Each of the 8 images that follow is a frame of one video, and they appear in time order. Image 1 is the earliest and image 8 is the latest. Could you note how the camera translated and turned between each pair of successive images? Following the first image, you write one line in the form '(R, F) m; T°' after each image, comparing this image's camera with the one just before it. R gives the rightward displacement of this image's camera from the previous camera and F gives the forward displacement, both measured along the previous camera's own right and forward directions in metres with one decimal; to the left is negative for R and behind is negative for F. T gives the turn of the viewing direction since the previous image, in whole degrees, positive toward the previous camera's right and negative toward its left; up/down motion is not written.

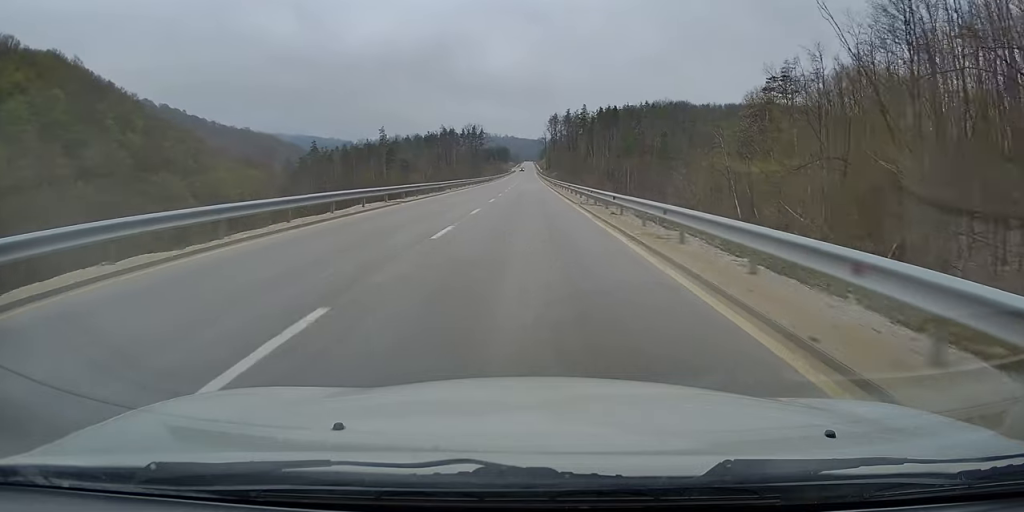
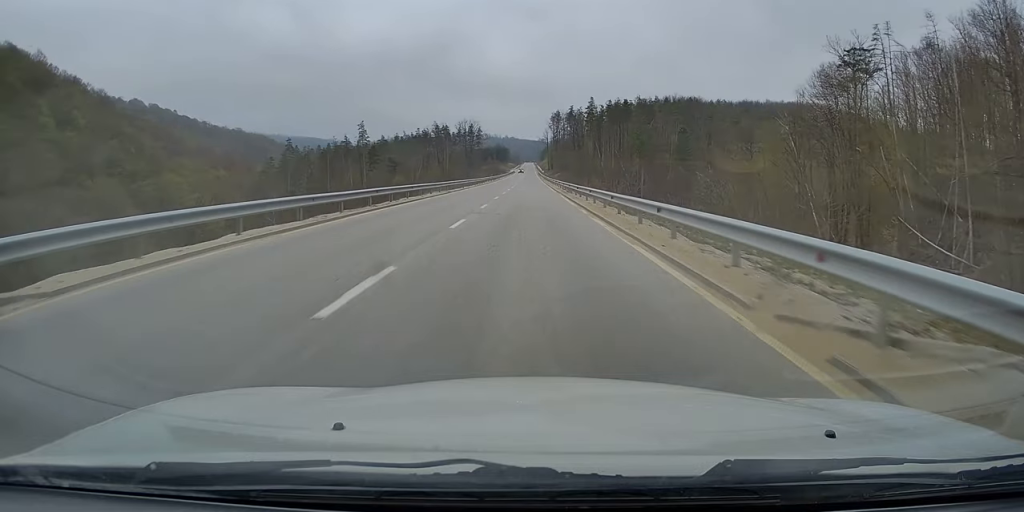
(0.0, +23.2) m; 0°
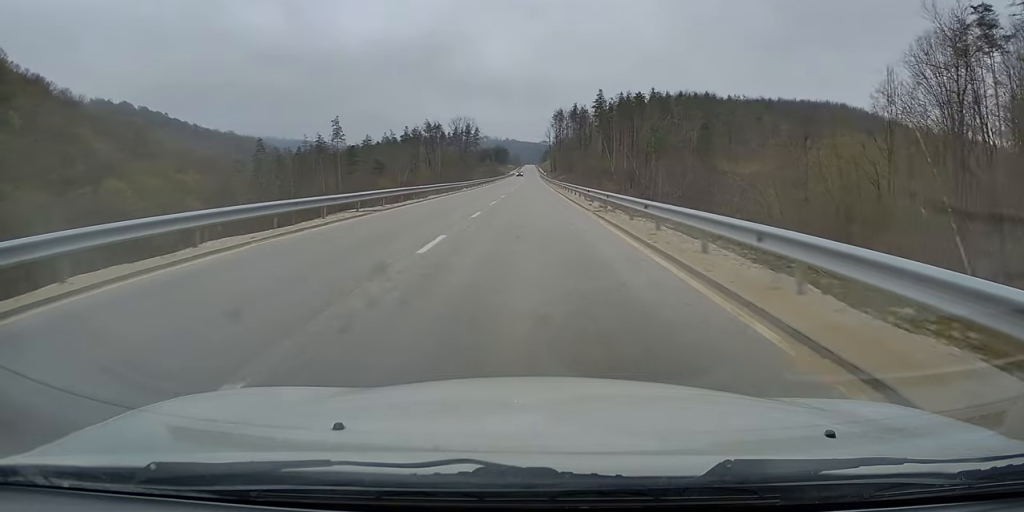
(0.0, +22.2) m; 0°
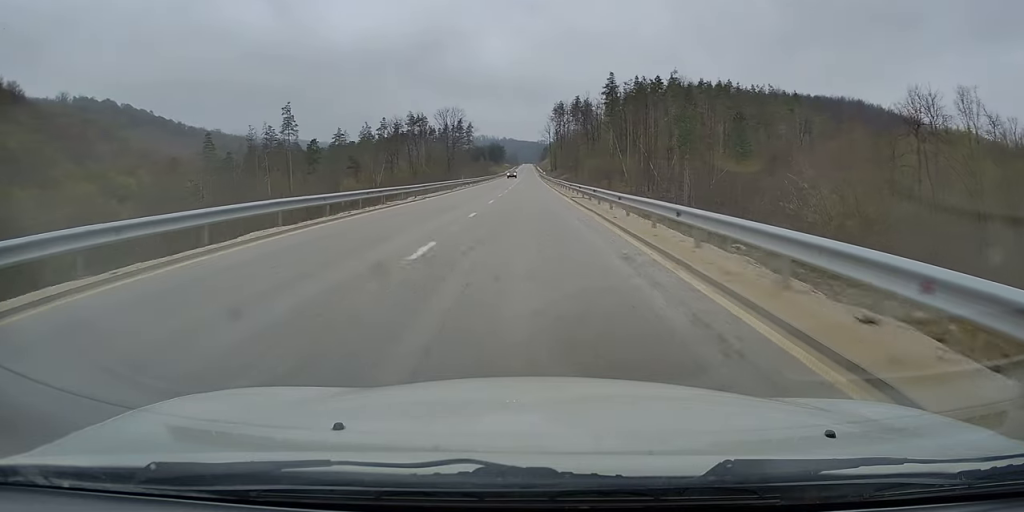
(+0.1, +27.6) m; 0°
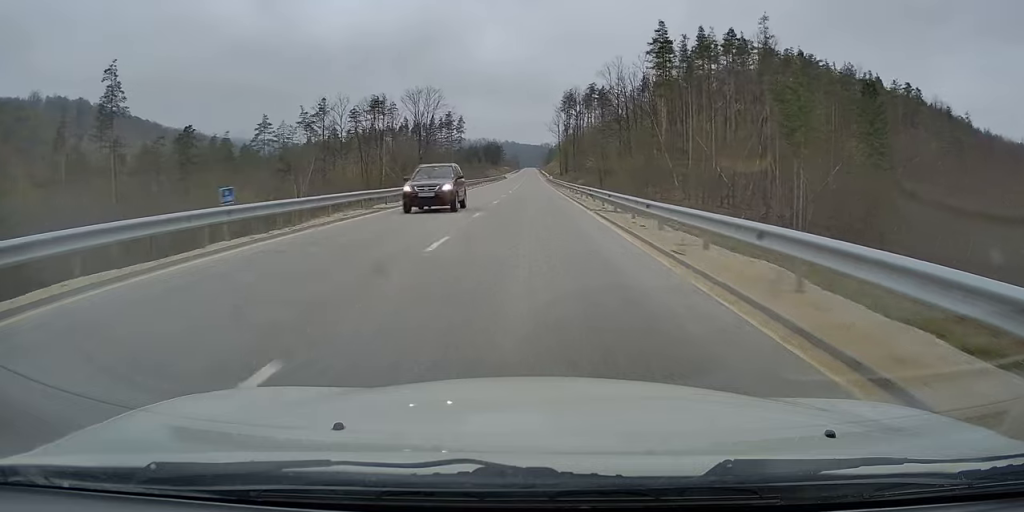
(+0.1, +52.1) m; 0°
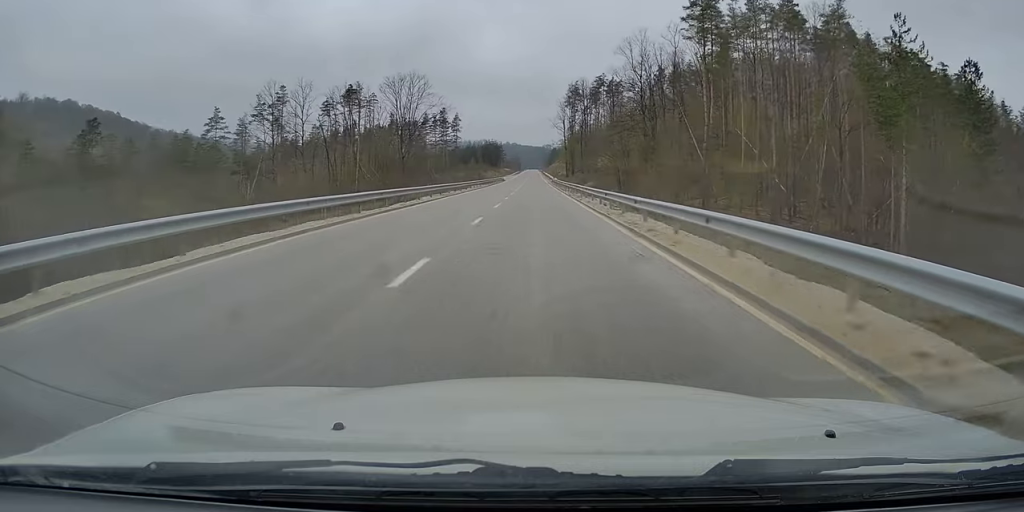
(0.0, +21.0) m; 0°
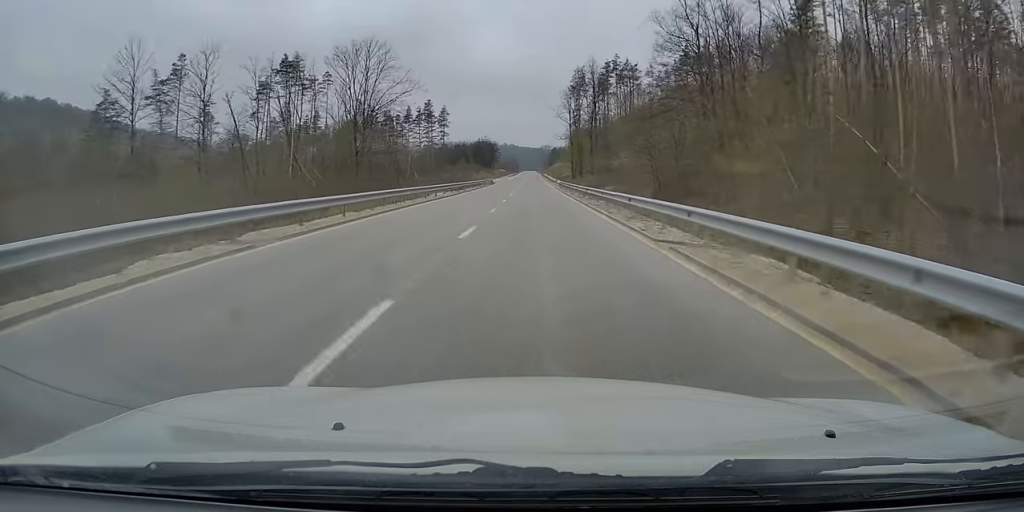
(0.0, +30.3) m; 0°
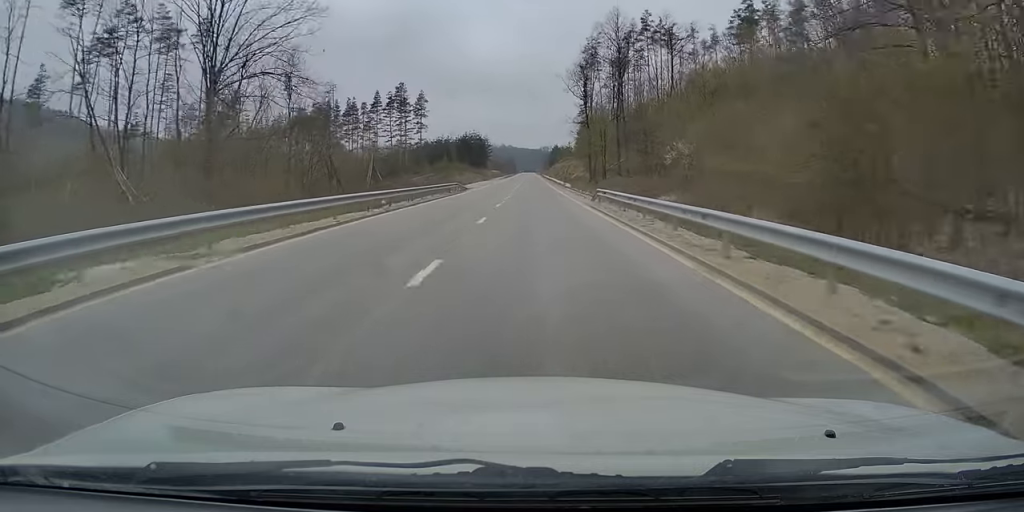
(+0.3, +41.4) m; +1°
